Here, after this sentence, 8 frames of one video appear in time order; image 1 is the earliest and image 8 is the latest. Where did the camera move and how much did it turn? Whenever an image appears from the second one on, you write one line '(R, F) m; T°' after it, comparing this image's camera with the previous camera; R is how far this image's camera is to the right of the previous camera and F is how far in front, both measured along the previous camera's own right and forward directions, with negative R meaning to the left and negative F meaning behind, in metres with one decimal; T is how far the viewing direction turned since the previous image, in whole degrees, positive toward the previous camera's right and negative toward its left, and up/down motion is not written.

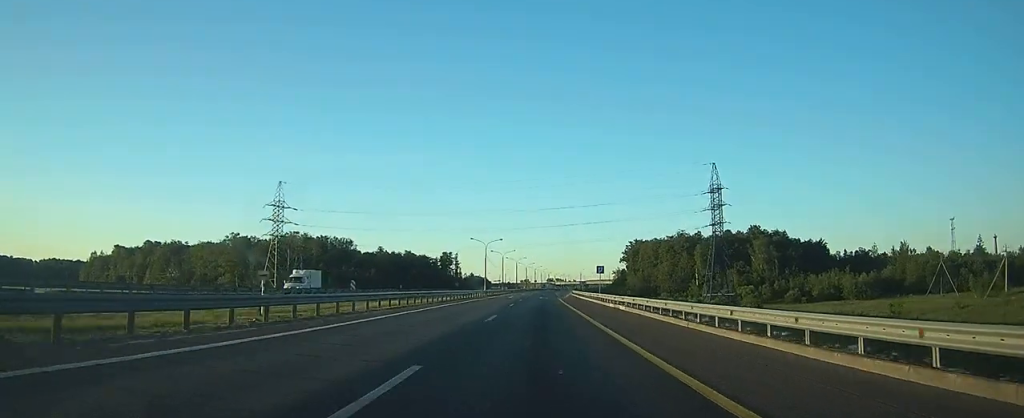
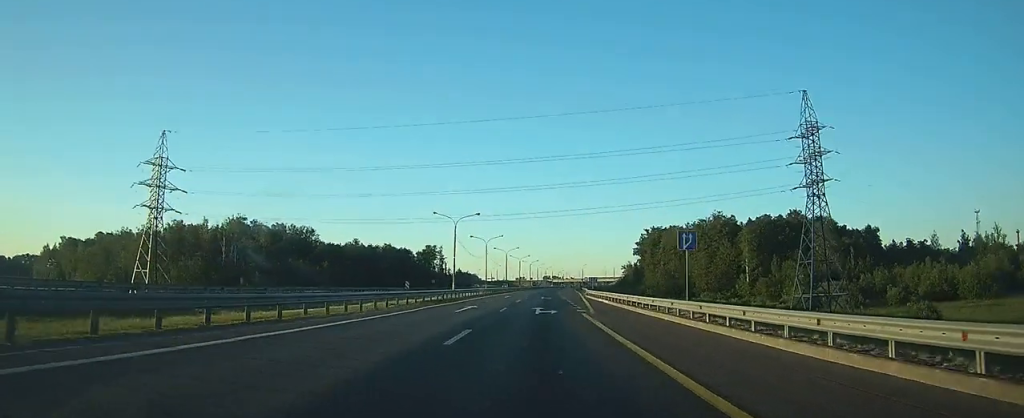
(+0.1, +40.3) m; 0°
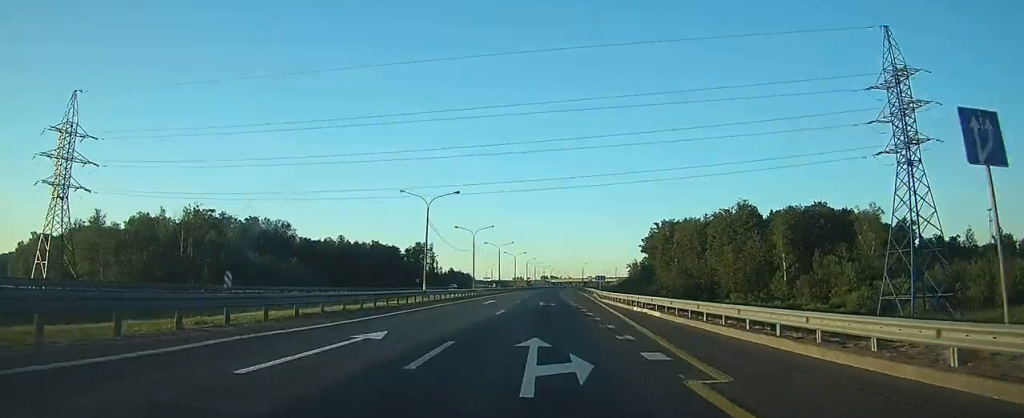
(0.0, +19.2) m; 0°
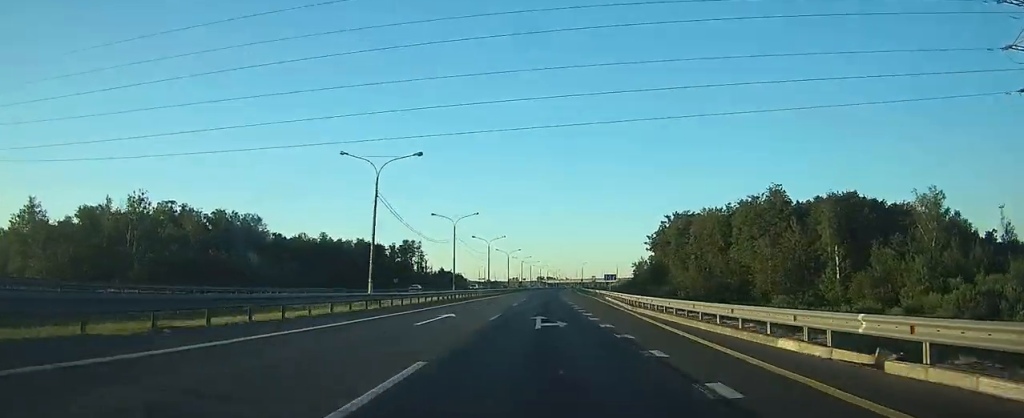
(0.0, +19.2) m; 0°
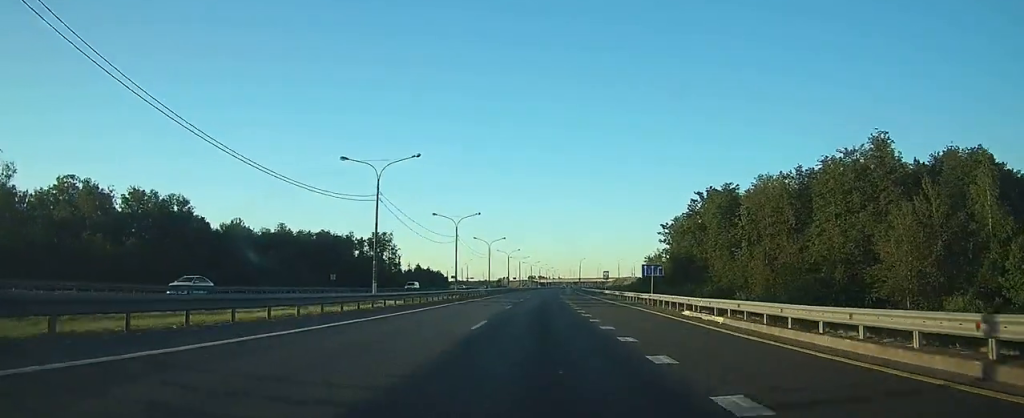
(+0.2, +36.5) m; +1°
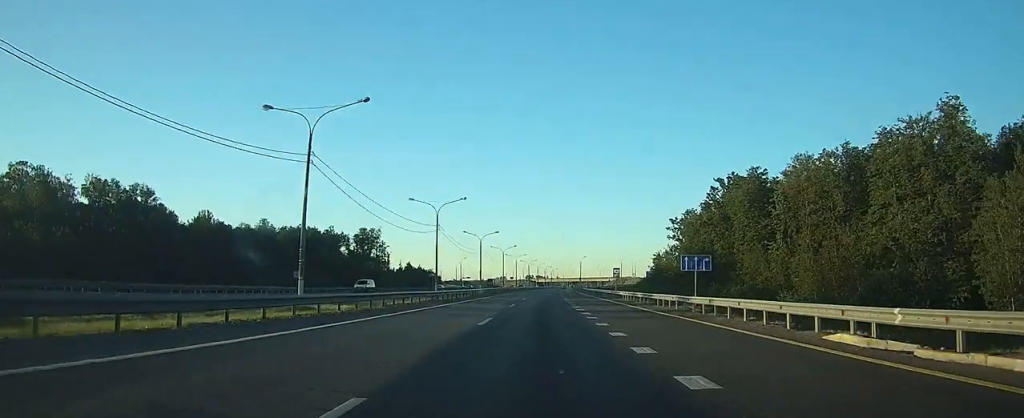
(0.0, +14.2) m; 0°
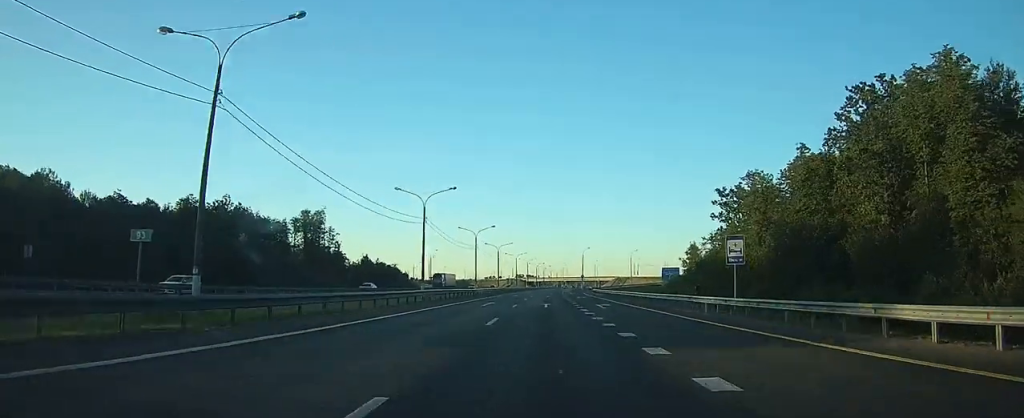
(+0.2, +47.7) m; +1°
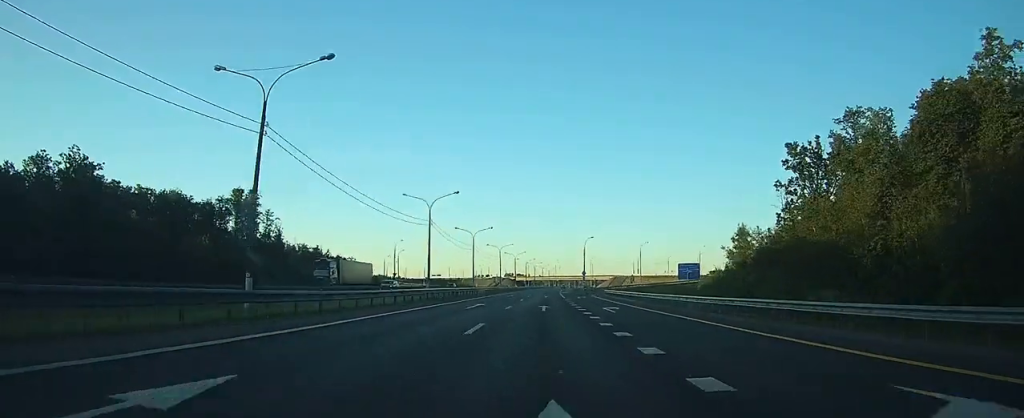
(+0.3, +35.5) m; +1°
